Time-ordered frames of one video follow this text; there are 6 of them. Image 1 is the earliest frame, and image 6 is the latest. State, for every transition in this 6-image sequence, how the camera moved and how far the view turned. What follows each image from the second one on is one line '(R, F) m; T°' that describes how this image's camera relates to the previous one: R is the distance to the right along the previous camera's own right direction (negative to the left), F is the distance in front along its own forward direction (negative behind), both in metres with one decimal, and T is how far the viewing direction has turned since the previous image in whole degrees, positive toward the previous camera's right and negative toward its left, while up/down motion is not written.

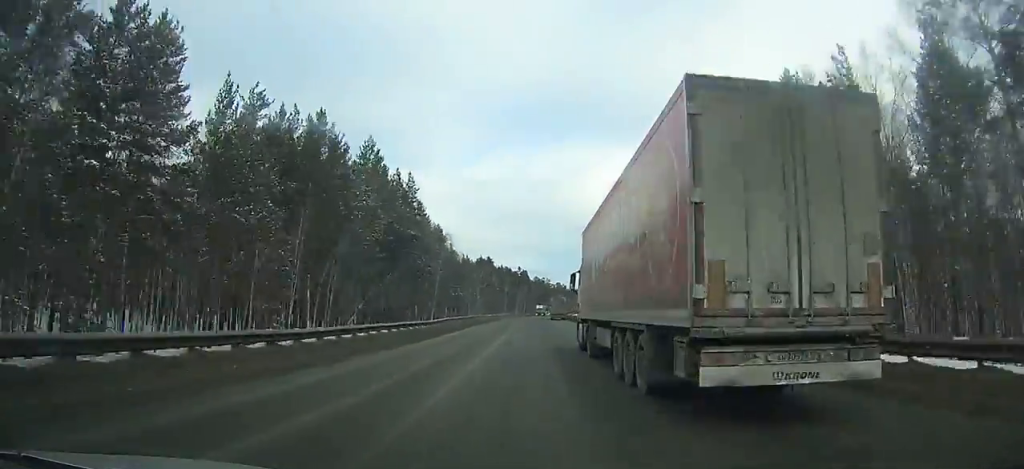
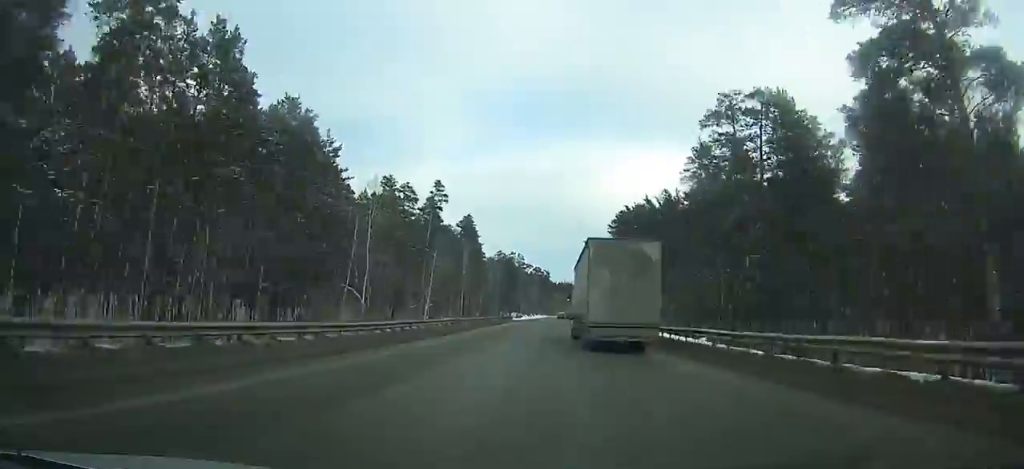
(+6.2, +192.7) m; +3°
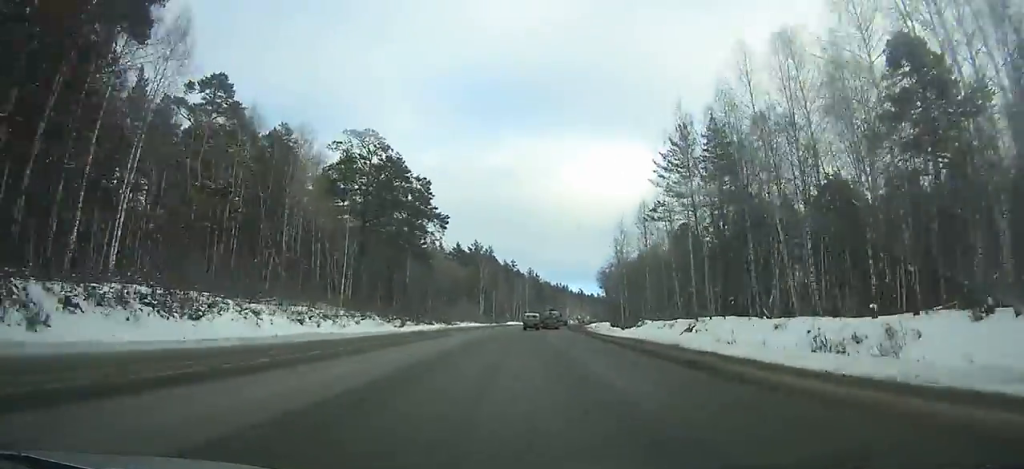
(+9.9, +218.3) m; +5°
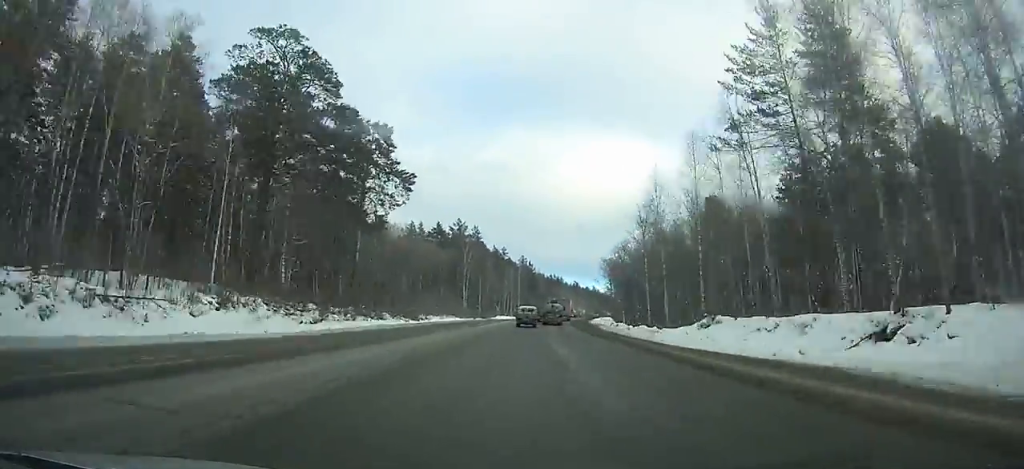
(+0.2, +23.4) m; +1°
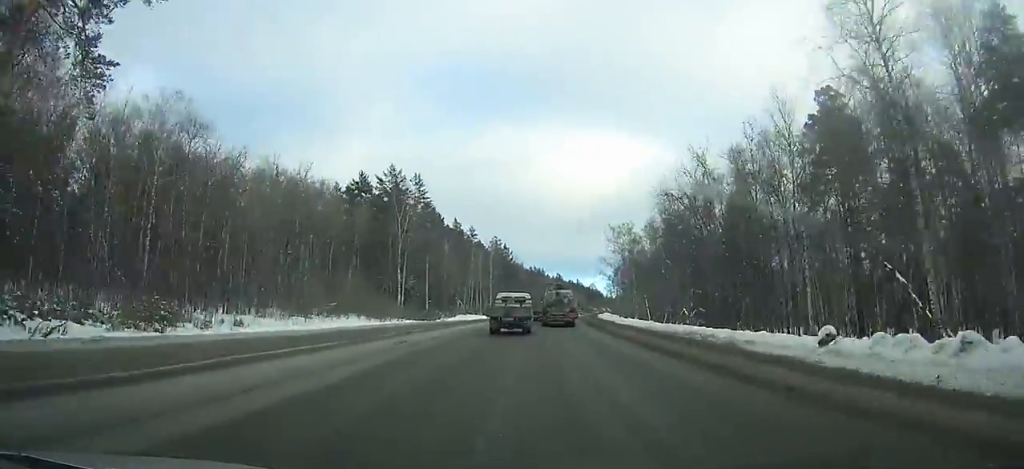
(+0.7, +45.5) m; +2°
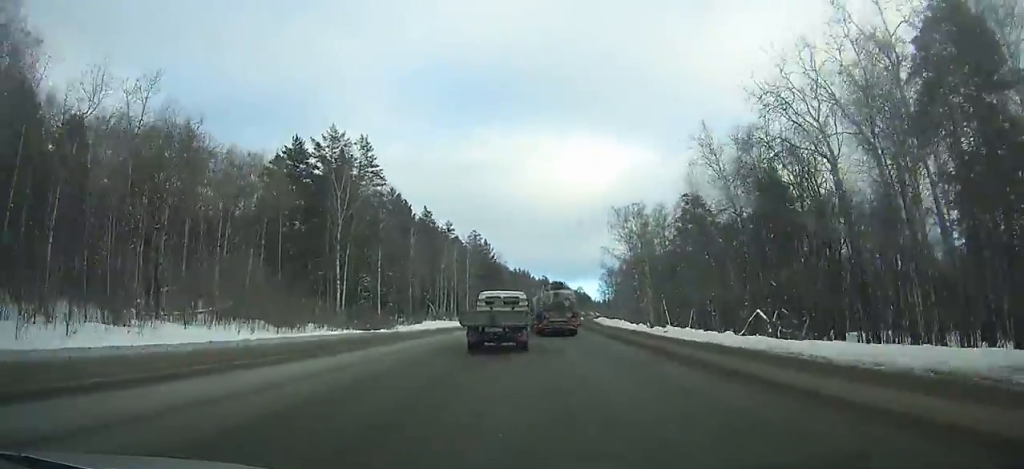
(+0.2, +23.8) m; +2°
